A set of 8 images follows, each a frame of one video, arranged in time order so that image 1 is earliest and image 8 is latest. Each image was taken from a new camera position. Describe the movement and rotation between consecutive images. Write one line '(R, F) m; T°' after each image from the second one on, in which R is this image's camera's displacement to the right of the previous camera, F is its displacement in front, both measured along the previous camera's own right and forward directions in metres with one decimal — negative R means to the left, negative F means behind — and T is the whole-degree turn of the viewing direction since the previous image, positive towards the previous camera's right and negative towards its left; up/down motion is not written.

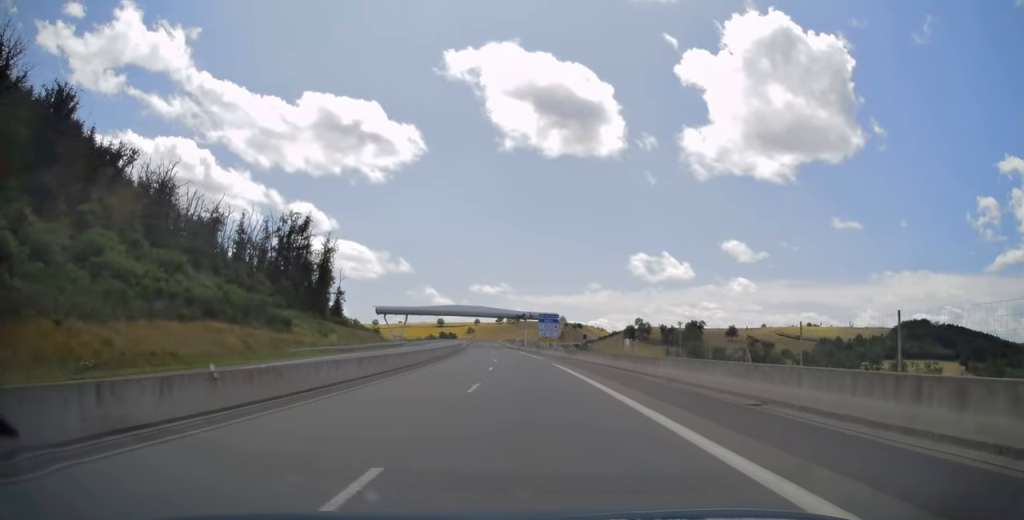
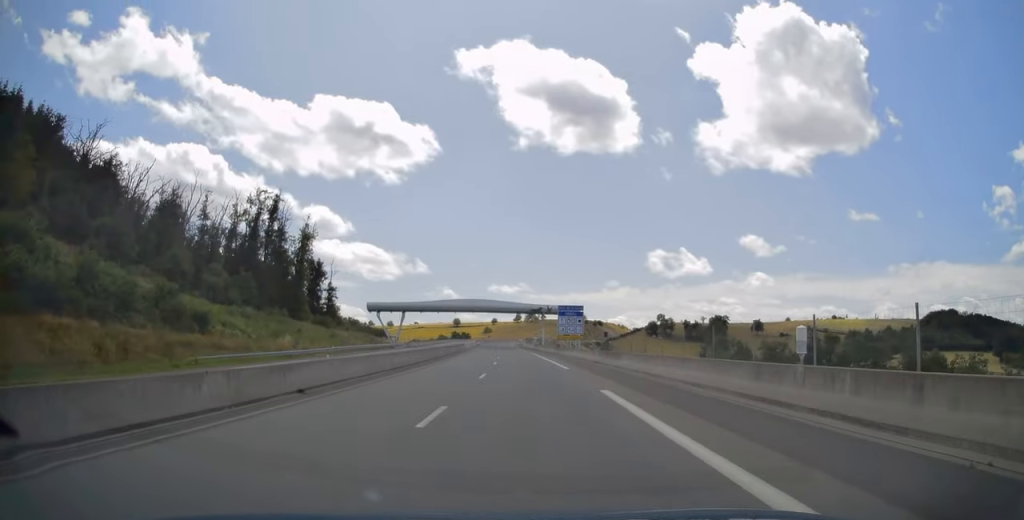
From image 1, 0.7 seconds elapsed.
(-0.3, +20.1) m; -2°
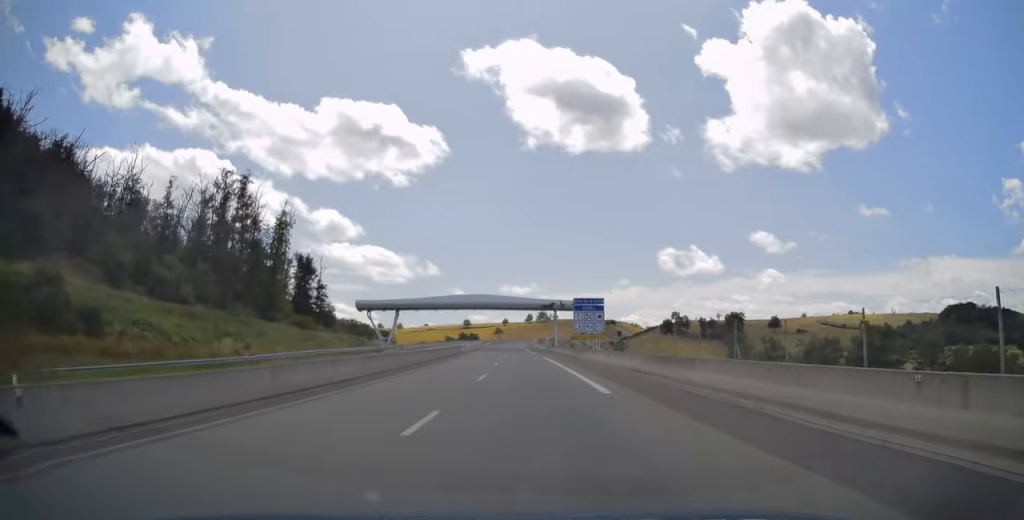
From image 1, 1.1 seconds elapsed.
(-0.2, +13.9) m; -1°
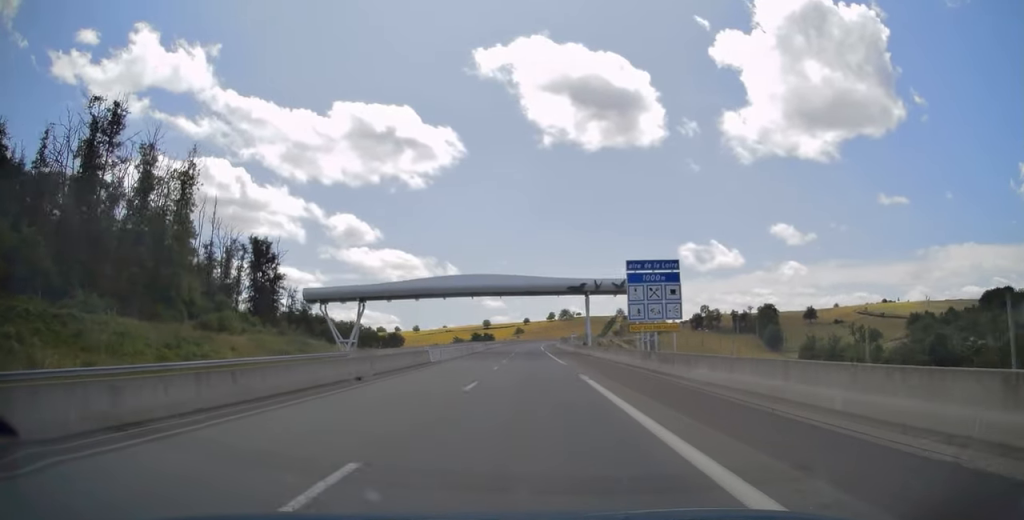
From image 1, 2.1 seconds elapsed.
(-0.5, +31.4) m; -2°
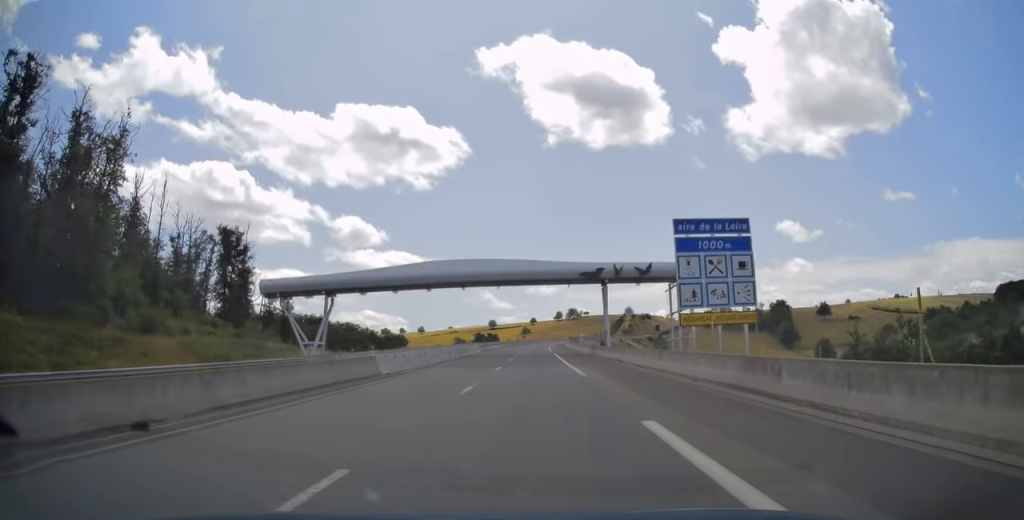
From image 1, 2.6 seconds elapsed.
(-0.1, +13.4) m; -1°
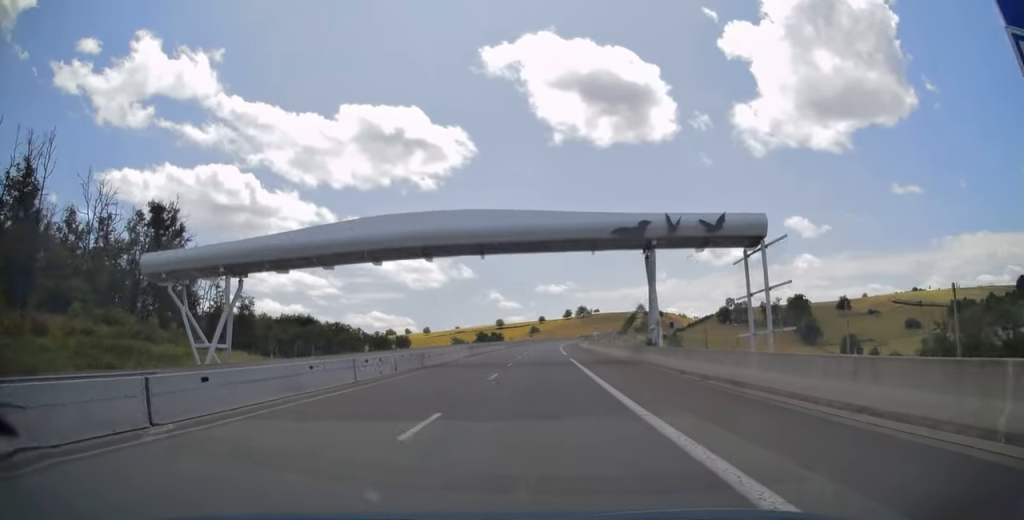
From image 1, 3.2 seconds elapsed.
(-0.4, +21.1) m; -1°
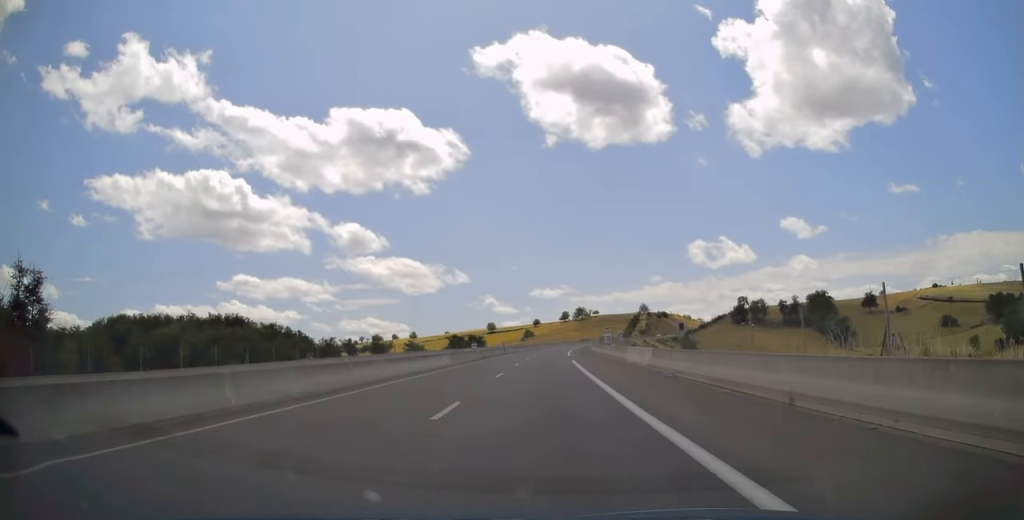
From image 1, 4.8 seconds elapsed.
(-0.6, +49.4) m; -1°
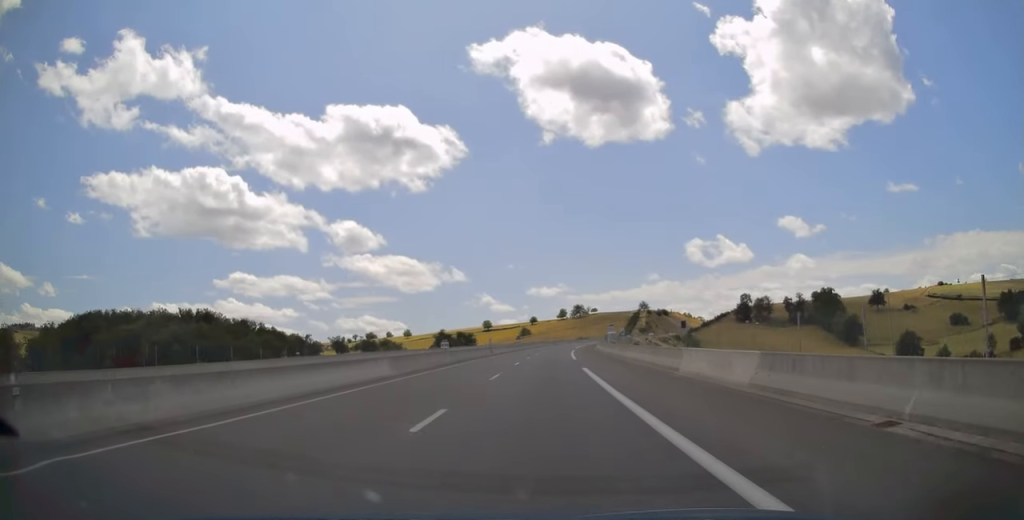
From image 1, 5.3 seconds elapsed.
(-0.1, +14.9) m; 0°
